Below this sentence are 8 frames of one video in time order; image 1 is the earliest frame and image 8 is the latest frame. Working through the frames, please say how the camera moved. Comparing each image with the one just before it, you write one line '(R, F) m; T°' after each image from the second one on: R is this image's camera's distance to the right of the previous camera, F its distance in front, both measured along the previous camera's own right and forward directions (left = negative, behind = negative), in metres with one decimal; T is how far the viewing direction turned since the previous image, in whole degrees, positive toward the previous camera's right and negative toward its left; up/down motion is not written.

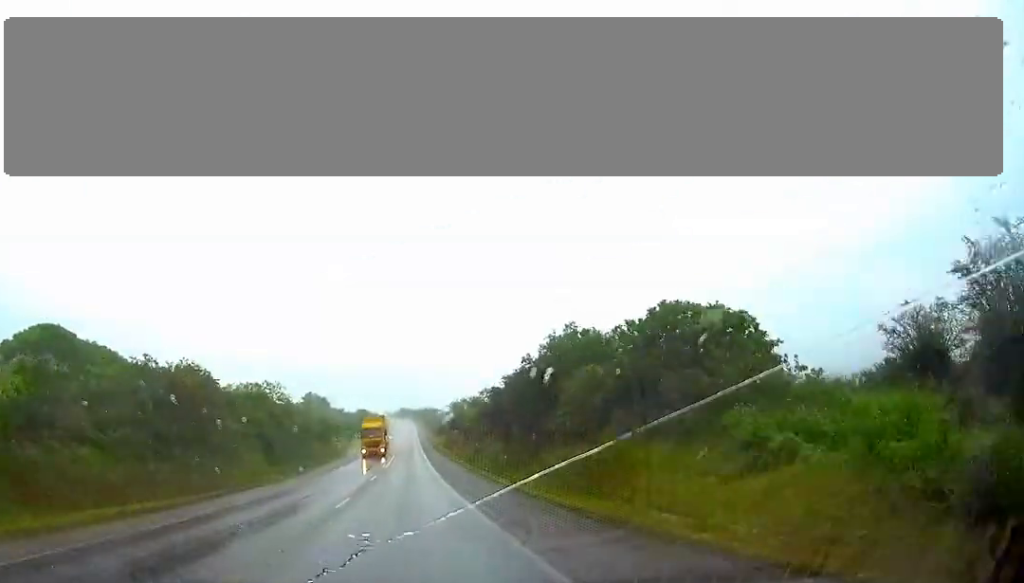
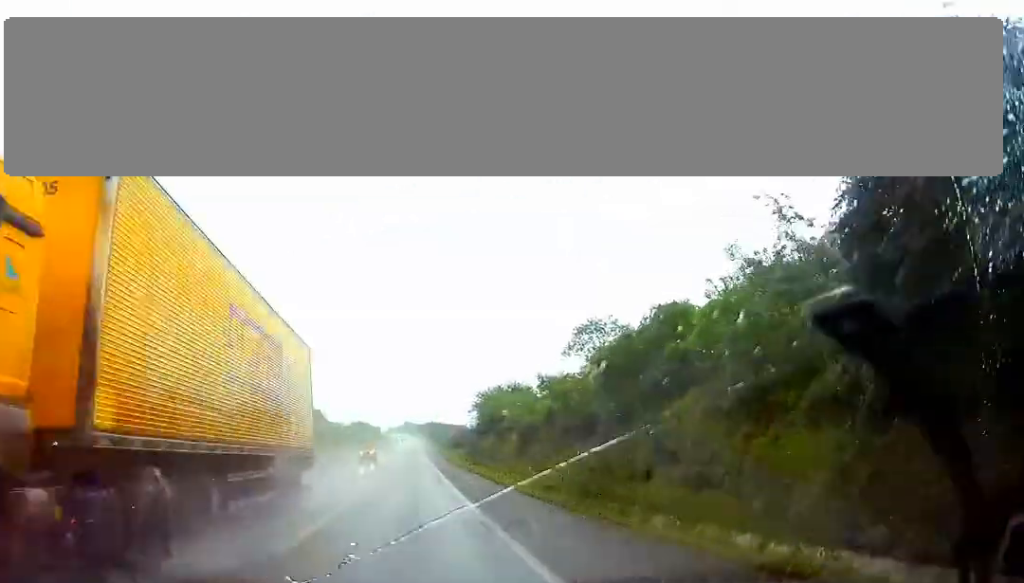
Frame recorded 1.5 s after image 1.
(+0.1, +44.6) m; 0°
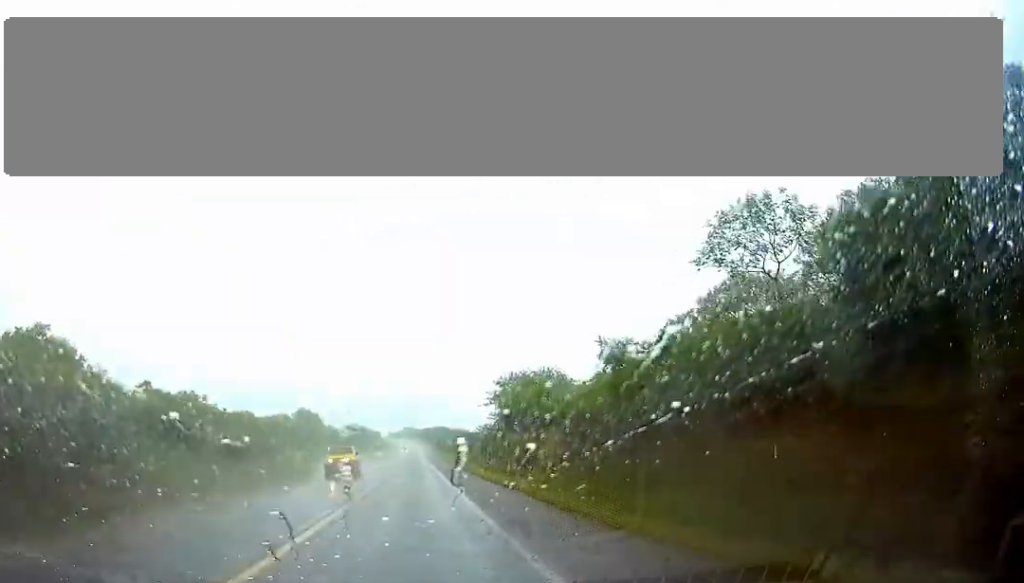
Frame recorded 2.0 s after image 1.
(0.0, +16.2) m; 0°
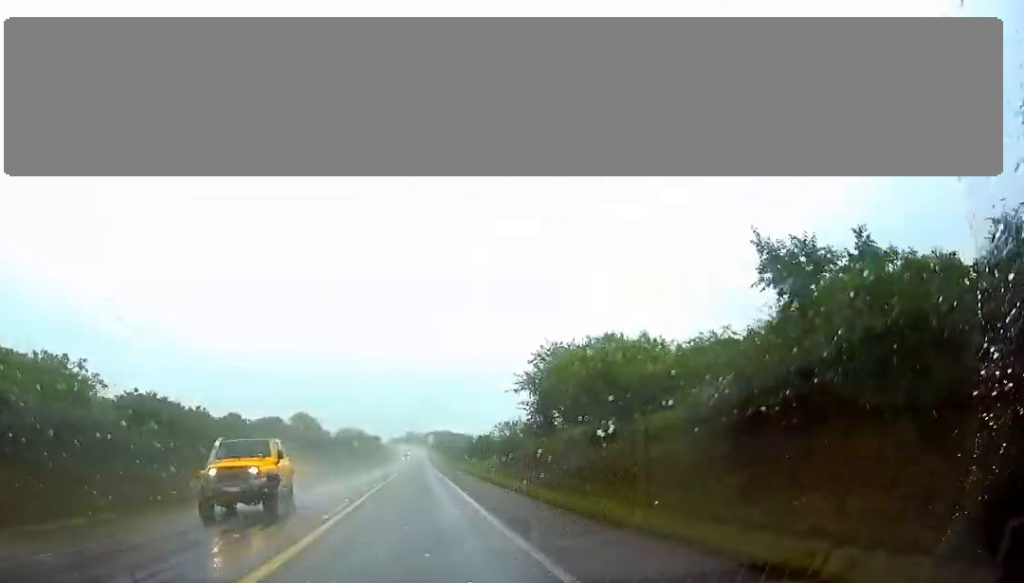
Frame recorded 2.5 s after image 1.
(0.0, +16.2) m; 0°
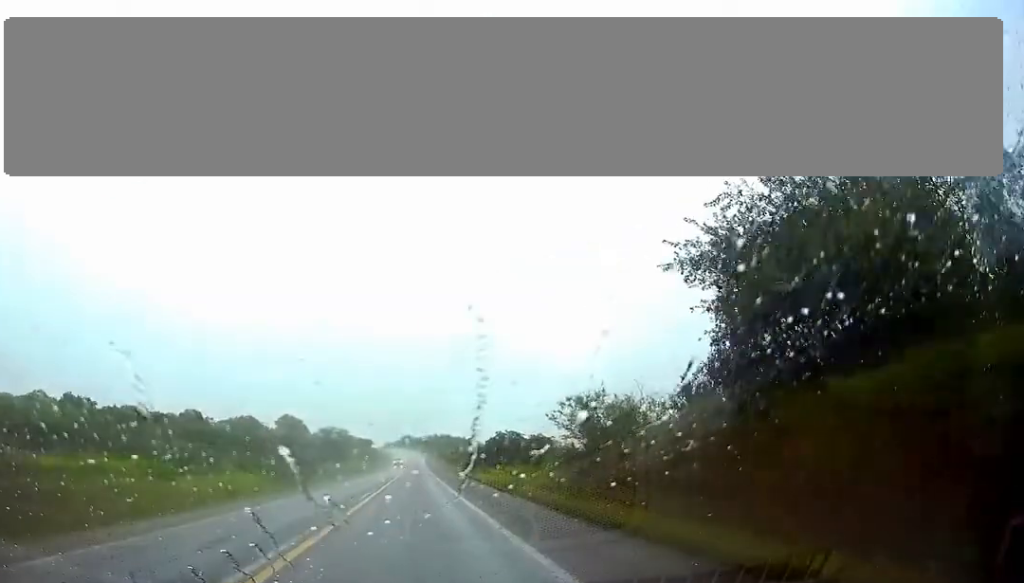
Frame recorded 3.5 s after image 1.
(-0.1, +28.4) m; 0°
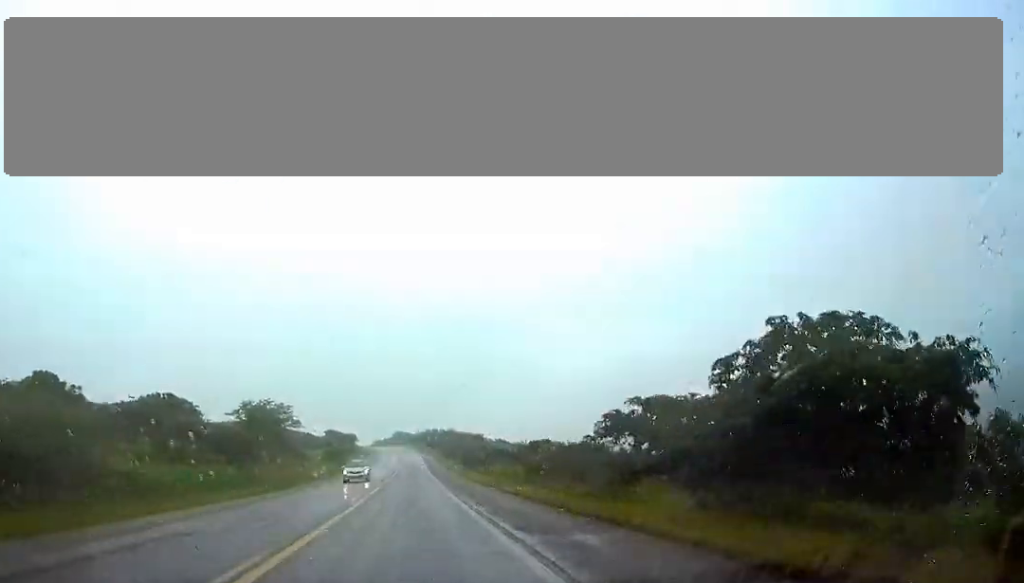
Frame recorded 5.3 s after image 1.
(+0.5, +57.0) m; +1°
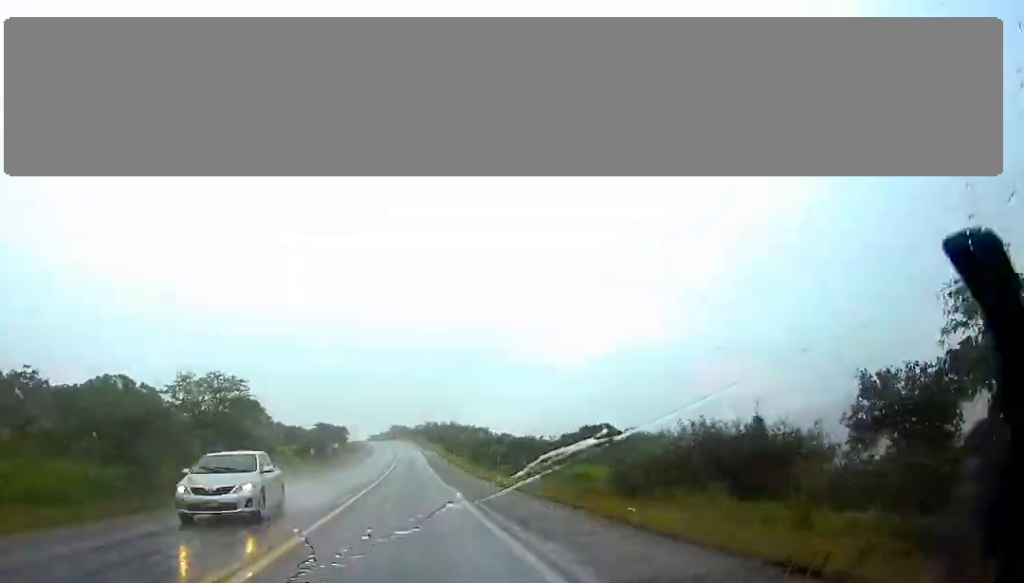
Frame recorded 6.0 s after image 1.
(0.0, +20.1) m; 0°
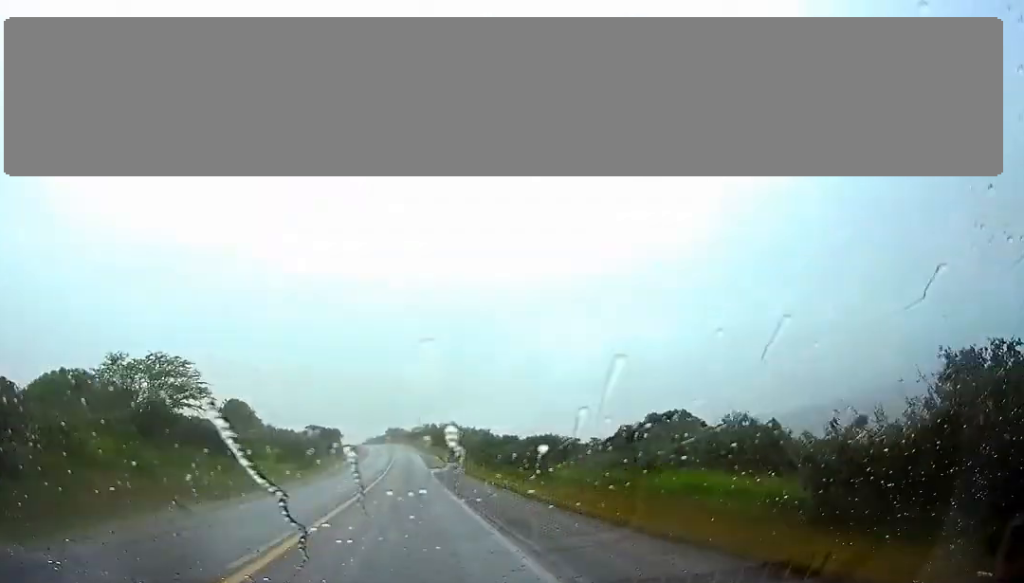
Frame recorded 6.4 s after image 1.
(0.0, +13.0) m; 0°
